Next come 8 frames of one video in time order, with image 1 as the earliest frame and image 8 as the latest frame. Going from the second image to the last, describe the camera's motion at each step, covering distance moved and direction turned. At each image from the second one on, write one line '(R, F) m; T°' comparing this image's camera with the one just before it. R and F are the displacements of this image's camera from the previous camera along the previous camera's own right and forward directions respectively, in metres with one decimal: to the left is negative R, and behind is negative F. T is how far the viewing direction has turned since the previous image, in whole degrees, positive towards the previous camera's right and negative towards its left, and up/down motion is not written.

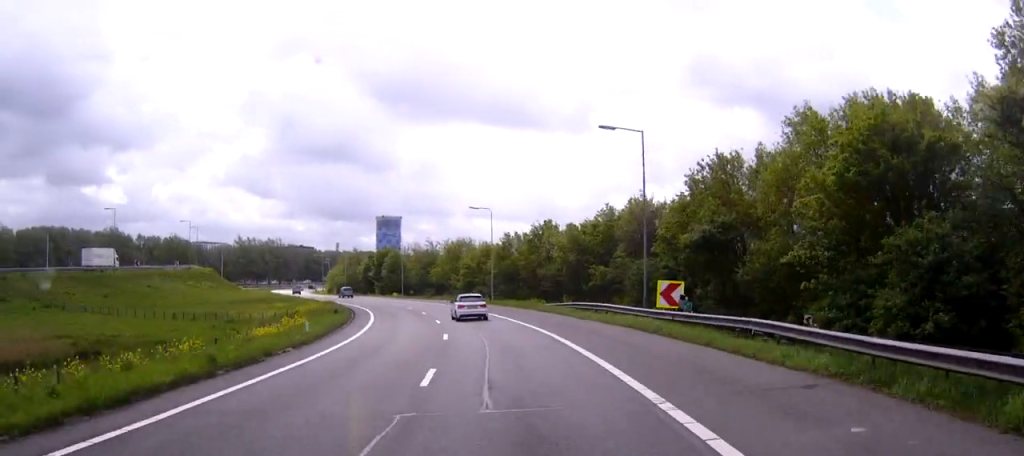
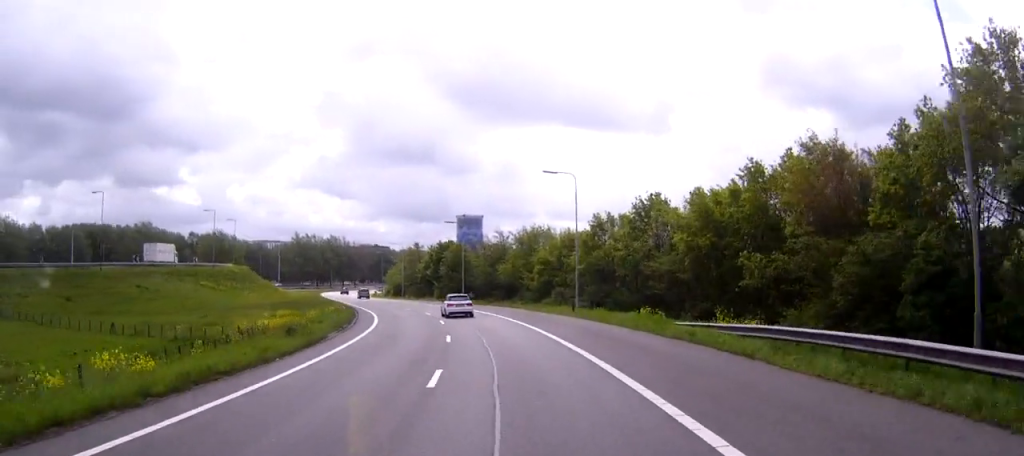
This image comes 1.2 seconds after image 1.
(0.0, +24.8) m; 0°
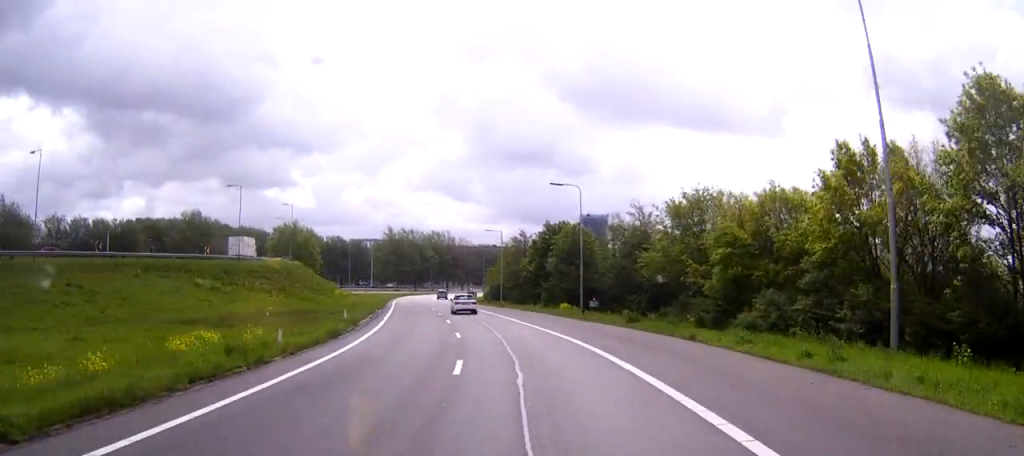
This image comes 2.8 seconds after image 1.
(0.0, +35.7) m; 0°
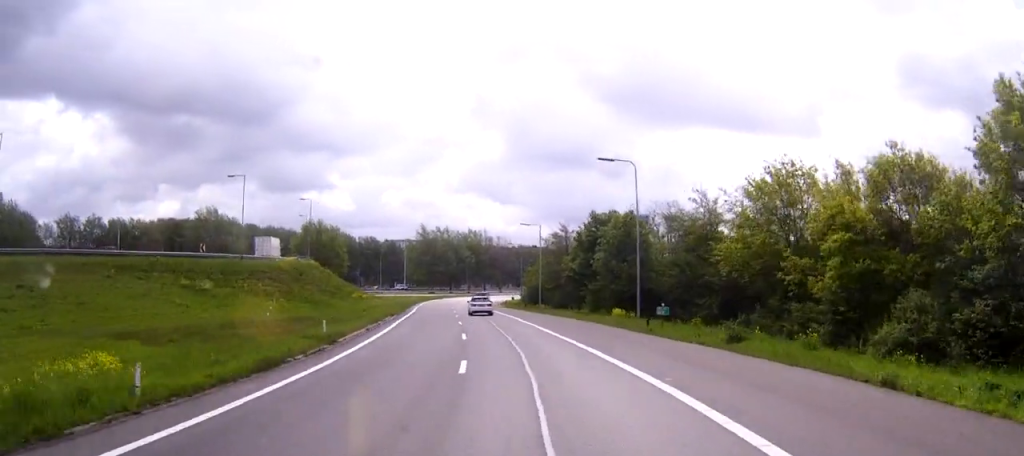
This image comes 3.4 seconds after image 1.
(0.0, +11.4) m; 0°
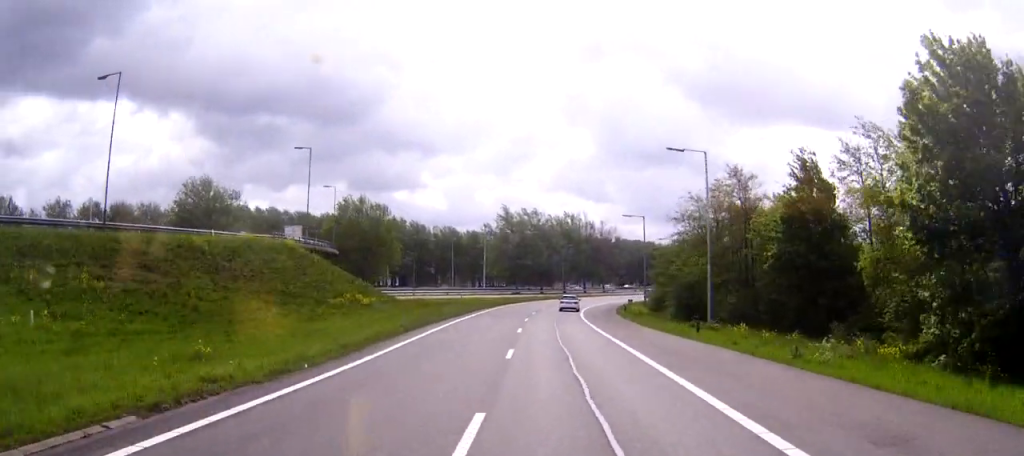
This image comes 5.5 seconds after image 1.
(0.0, +46.0) m; 0°
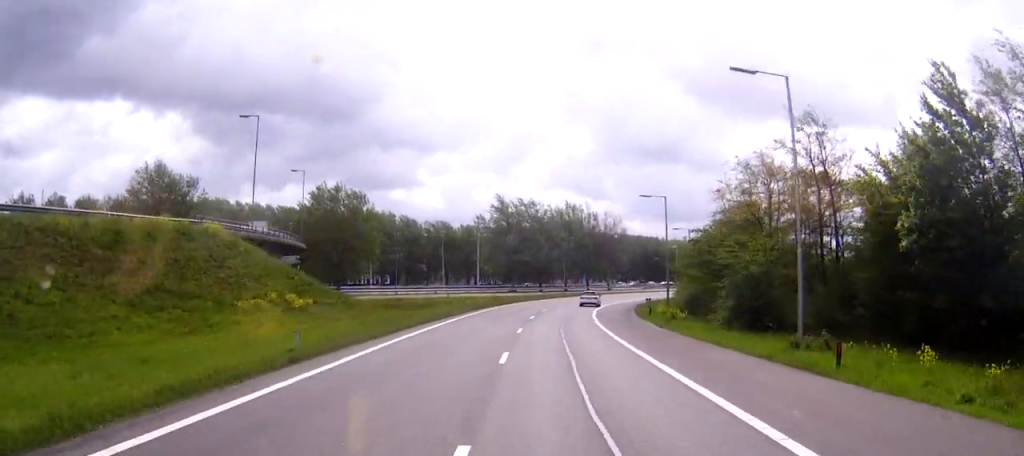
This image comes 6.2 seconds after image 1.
(0.0, +15.4) m; 0°
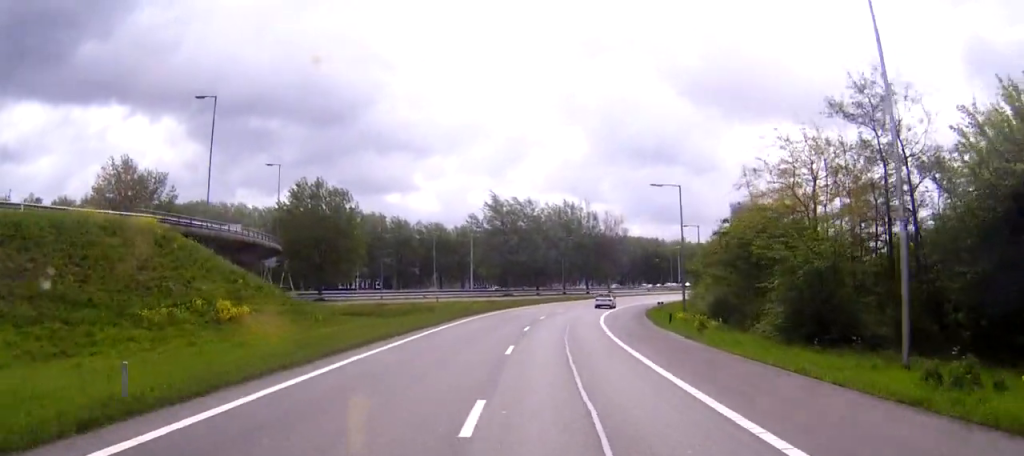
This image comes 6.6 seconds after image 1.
(0.0, +8.5) m; 0°
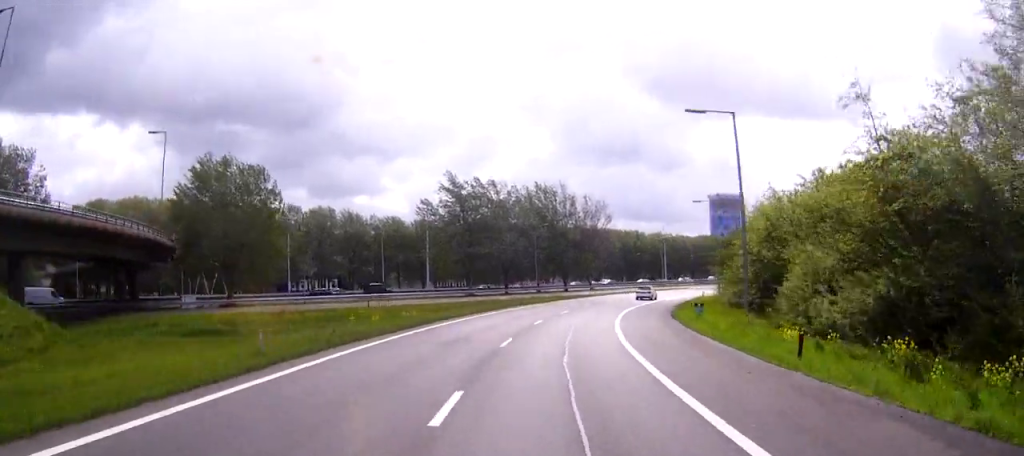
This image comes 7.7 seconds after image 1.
(0.0, +23.0) m; +1°
